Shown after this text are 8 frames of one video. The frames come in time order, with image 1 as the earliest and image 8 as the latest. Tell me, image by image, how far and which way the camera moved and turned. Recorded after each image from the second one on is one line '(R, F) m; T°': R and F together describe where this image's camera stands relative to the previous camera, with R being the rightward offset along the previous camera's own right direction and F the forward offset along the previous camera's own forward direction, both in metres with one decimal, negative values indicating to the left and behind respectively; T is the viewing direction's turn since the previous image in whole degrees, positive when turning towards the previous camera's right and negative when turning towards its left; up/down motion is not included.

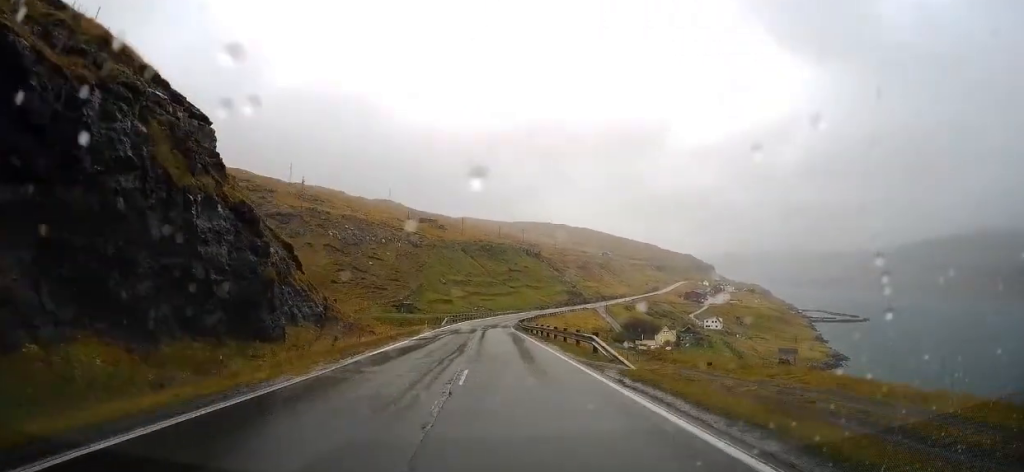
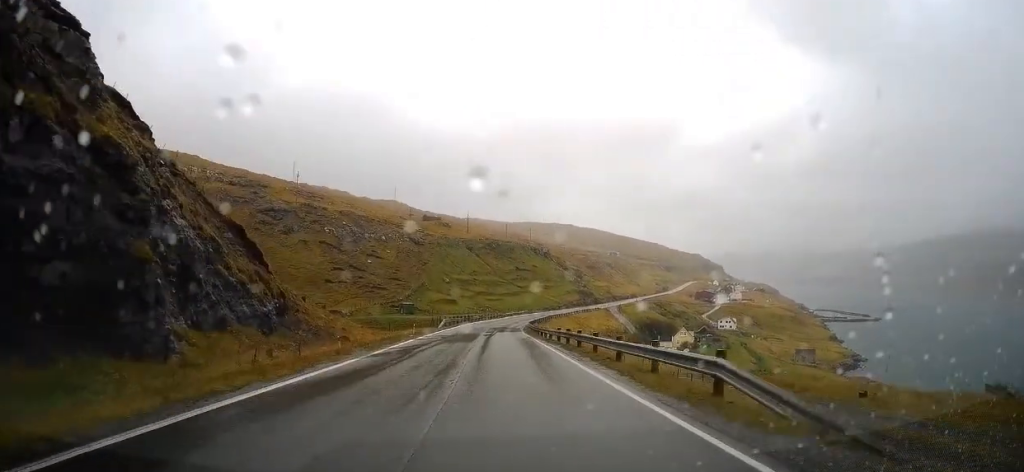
(+0.1, +10.5) m; 0°
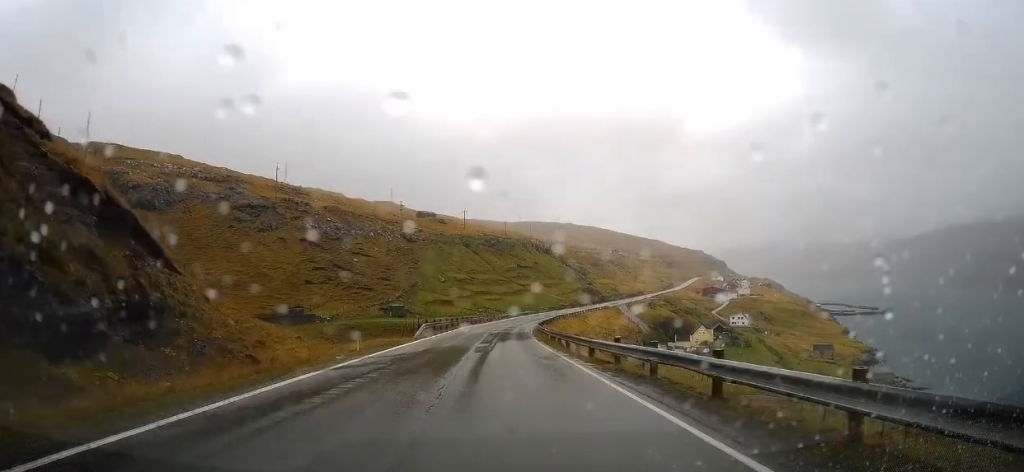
(-0.3, +15.2) m; -3°
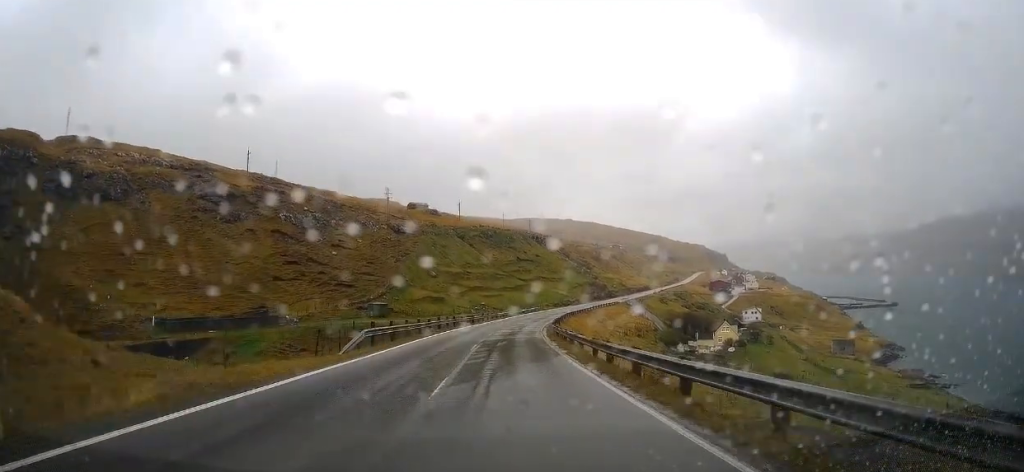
(-0.3, +17.3) m; -1°
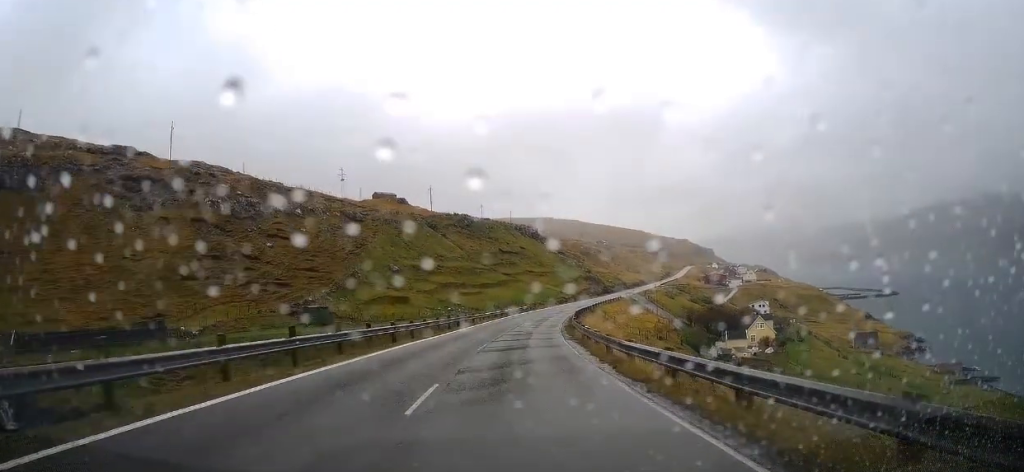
(+0.6, +27.8) m; +1°
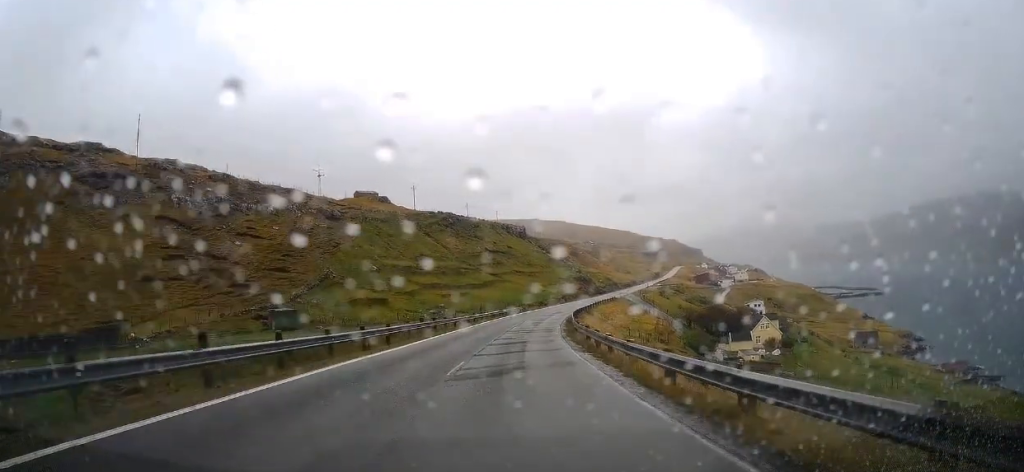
(-0.1, +8.1) m; 0°
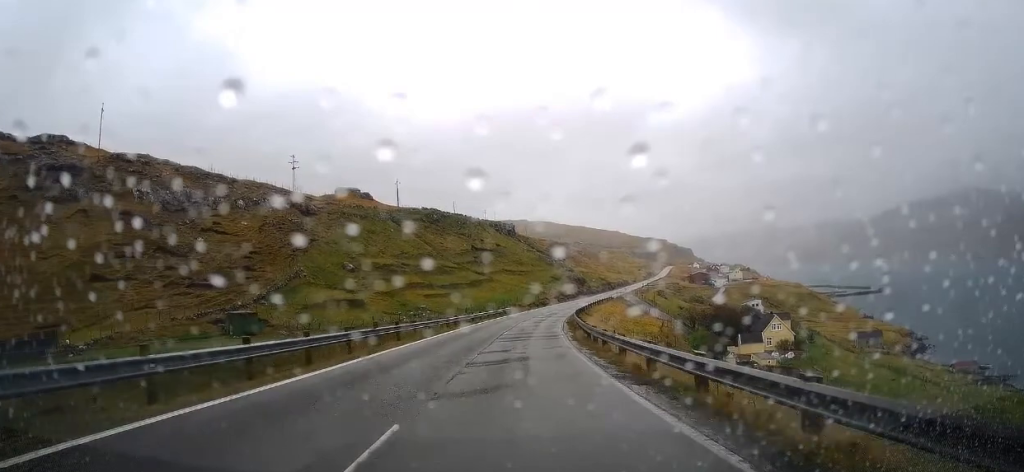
(-0.1, +9.5) m; 0°
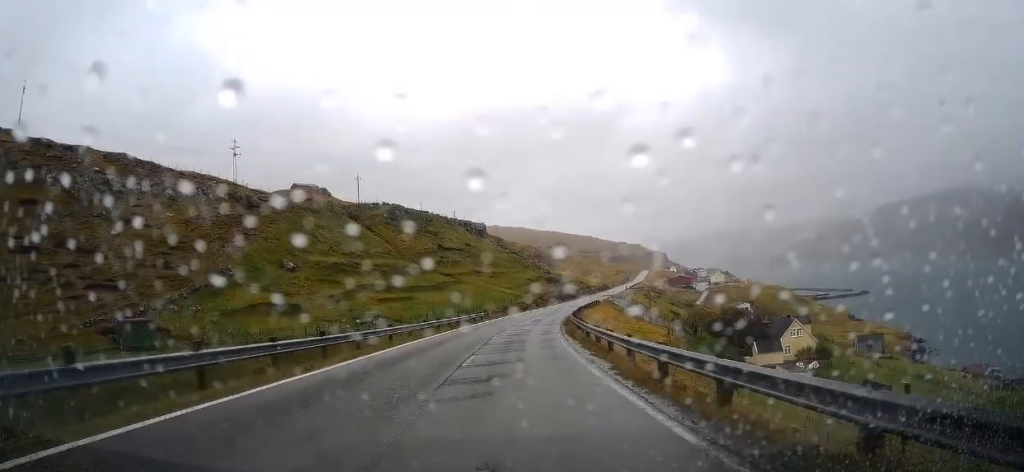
(+0.4, +17.3) m; +3°
